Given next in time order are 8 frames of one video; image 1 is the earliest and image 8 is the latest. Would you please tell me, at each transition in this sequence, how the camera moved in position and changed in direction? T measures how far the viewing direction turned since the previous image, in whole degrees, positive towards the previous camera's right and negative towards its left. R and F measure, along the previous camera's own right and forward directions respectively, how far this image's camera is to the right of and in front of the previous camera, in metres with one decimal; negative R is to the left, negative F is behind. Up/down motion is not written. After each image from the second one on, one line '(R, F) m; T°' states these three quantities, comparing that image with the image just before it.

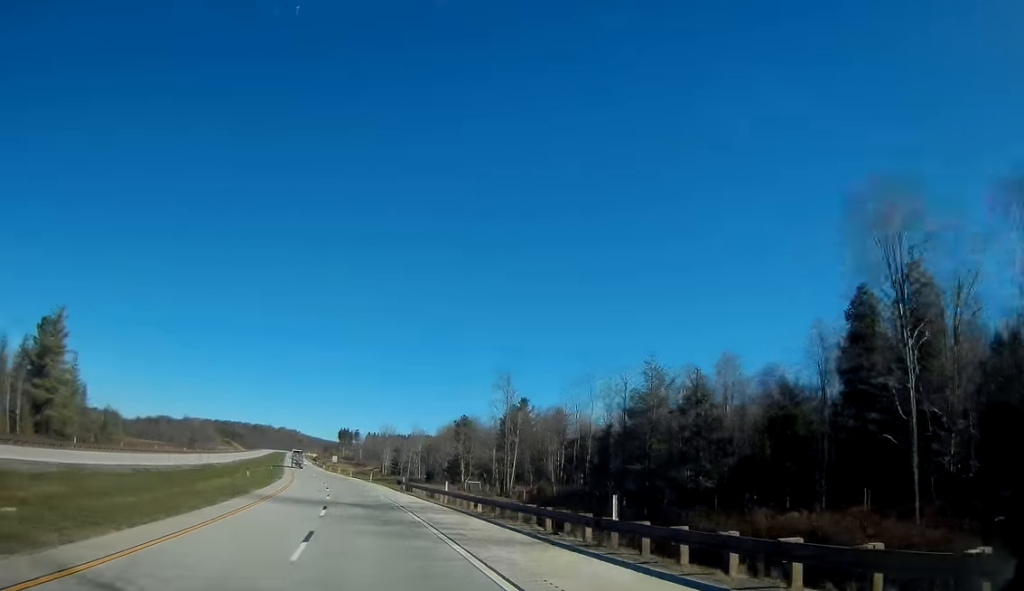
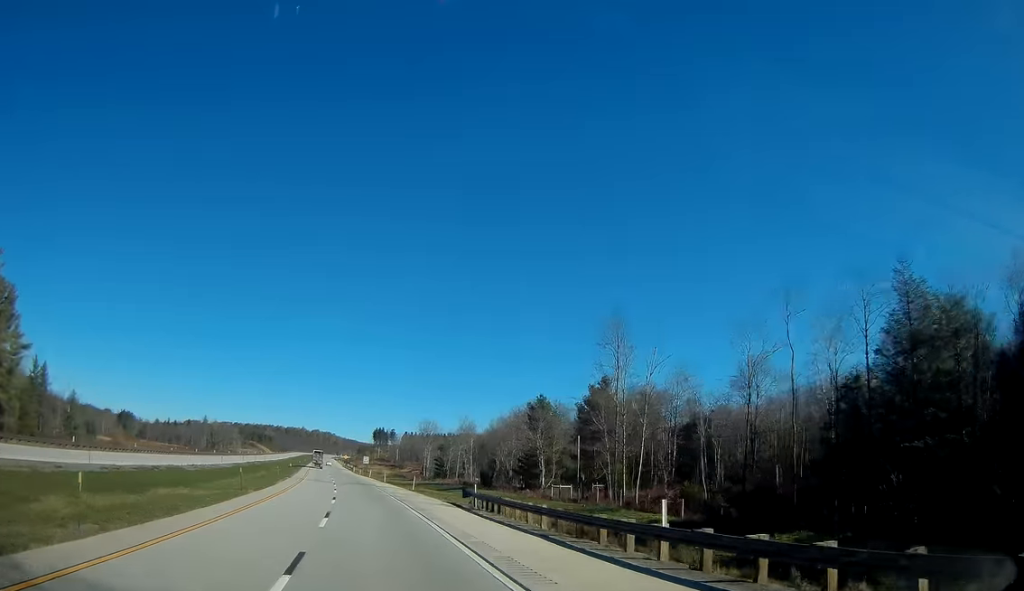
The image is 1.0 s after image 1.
(-1.0, +29.1) m; -4°
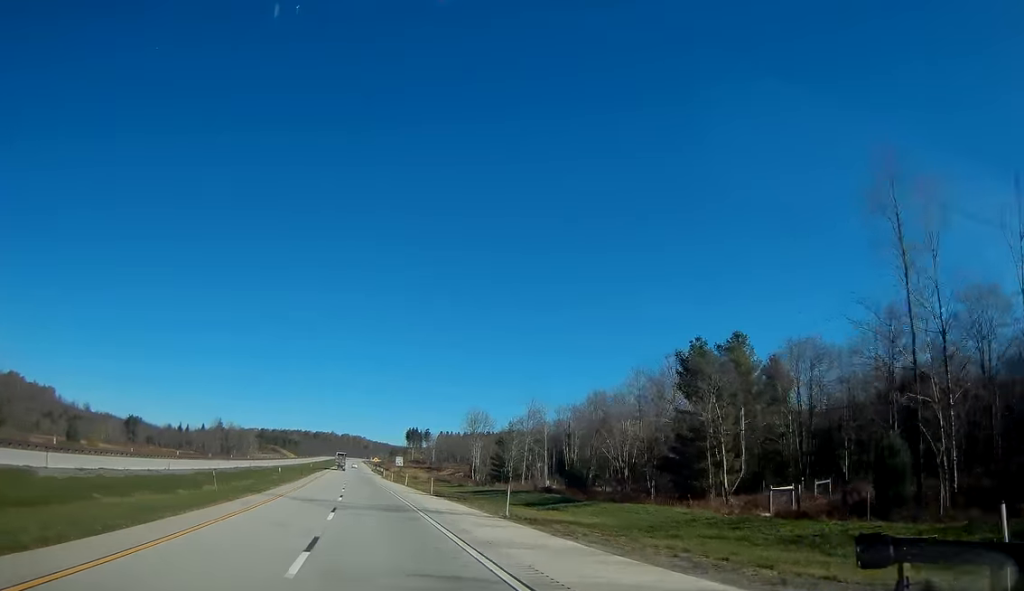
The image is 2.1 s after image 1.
(-1.0, +33.1) m; -2°
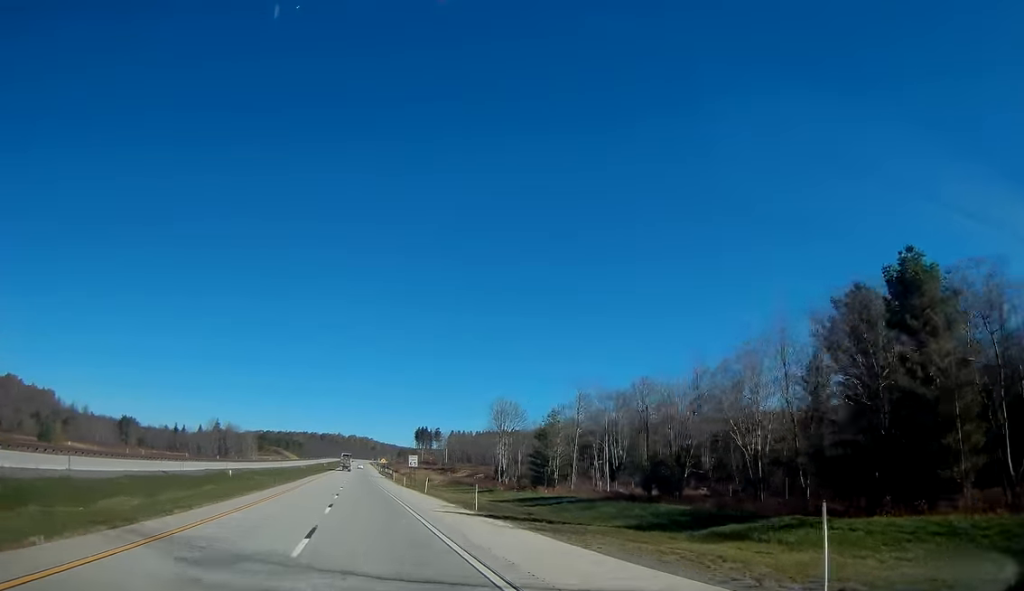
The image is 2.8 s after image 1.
(-0.1, +21.1) m; -1°
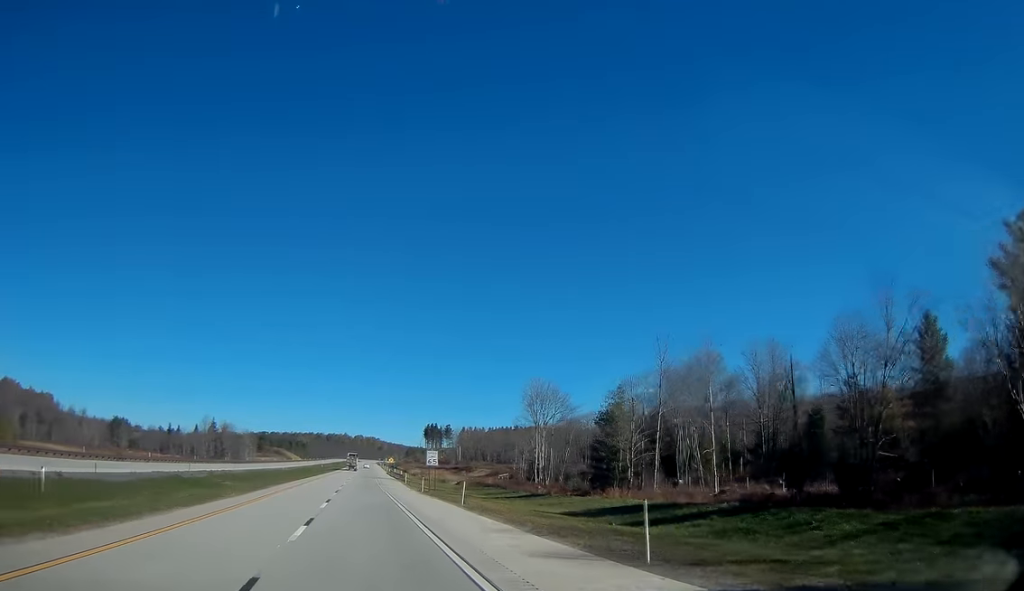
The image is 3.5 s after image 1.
(-0.2, +21.1) m; -1°
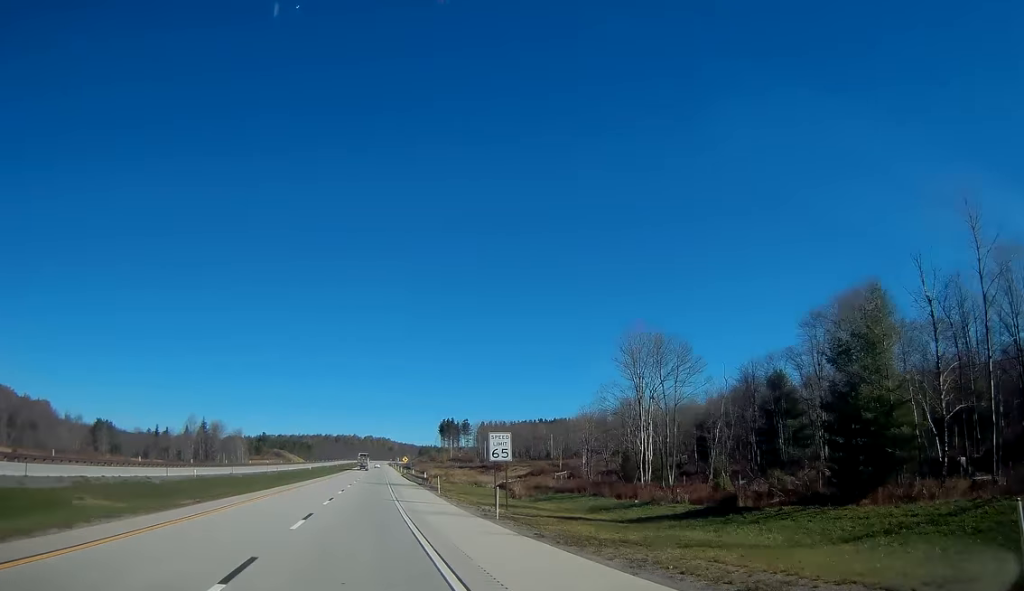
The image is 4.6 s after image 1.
(-0.3, +34.1) m; -1°
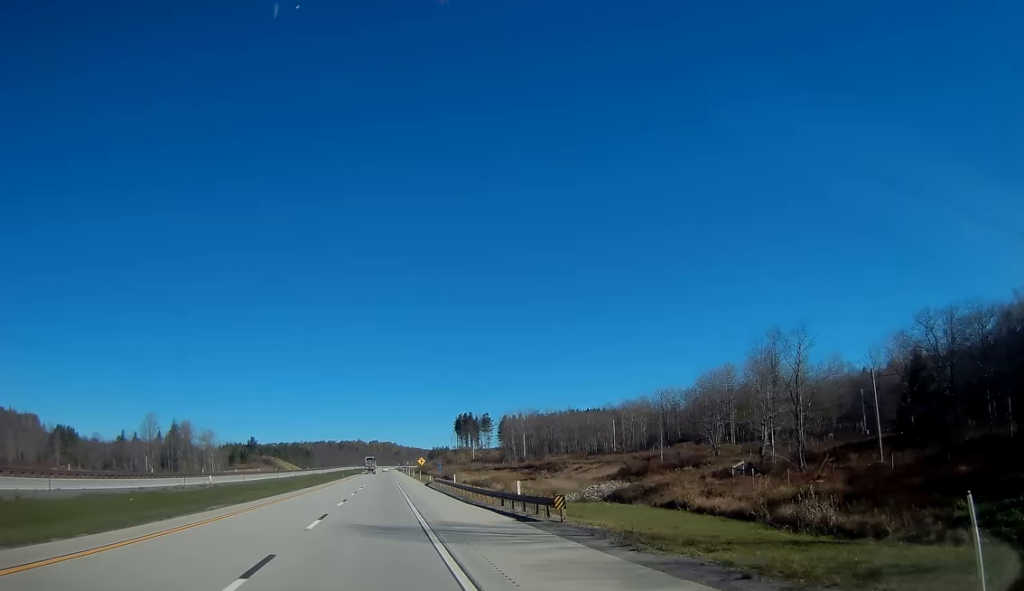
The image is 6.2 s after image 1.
(0.0, +48.1) m; 0°
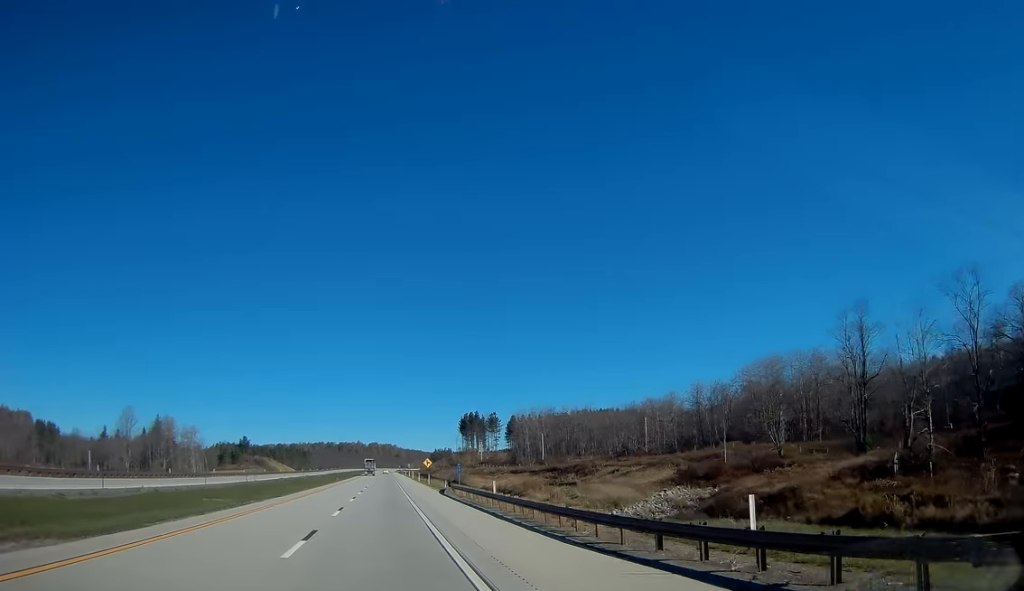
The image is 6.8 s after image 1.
(0.0, +18.0) m; 0°
